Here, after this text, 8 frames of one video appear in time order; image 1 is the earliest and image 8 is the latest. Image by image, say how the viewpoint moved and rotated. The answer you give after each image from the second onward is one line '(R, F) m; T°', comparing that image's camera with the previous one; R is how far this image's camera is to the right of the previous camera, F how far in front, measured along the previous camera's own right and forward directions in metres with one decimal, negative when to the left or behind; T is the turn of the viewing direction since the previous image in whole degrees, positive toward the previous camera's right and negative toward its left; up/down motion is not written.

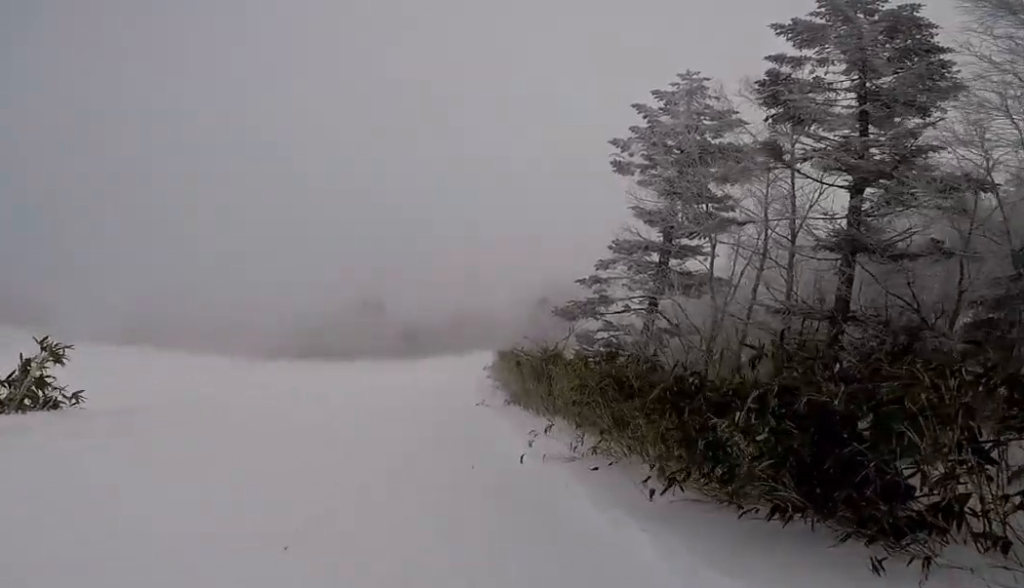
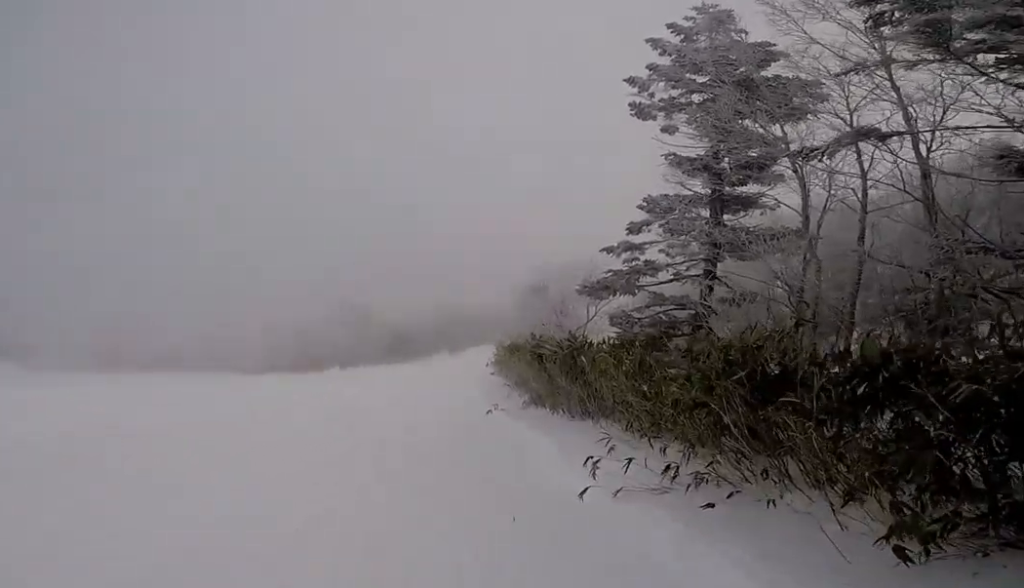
(-0.5, +3.2) m; -5°
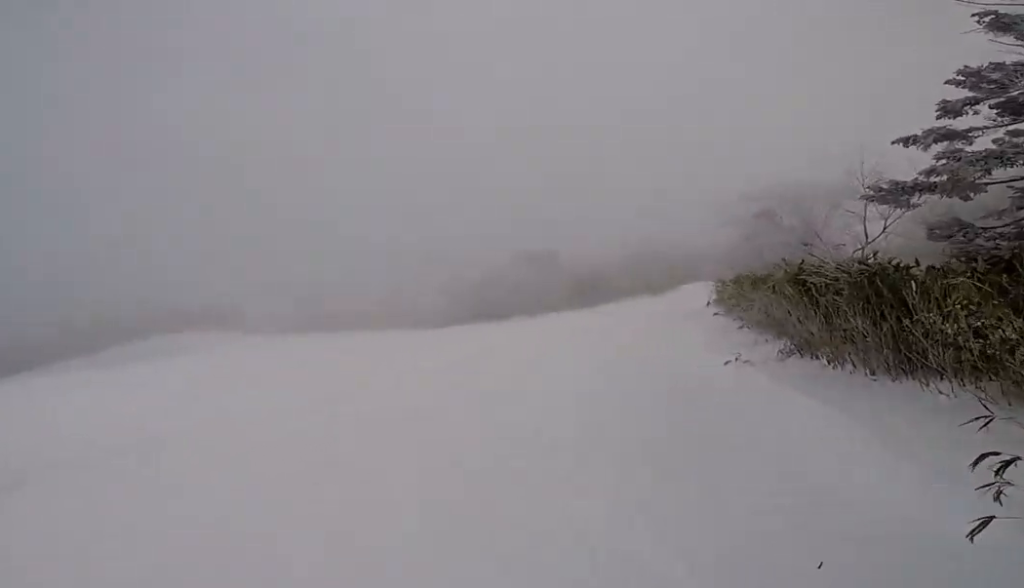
(+0.1, +2.3) m; +7°
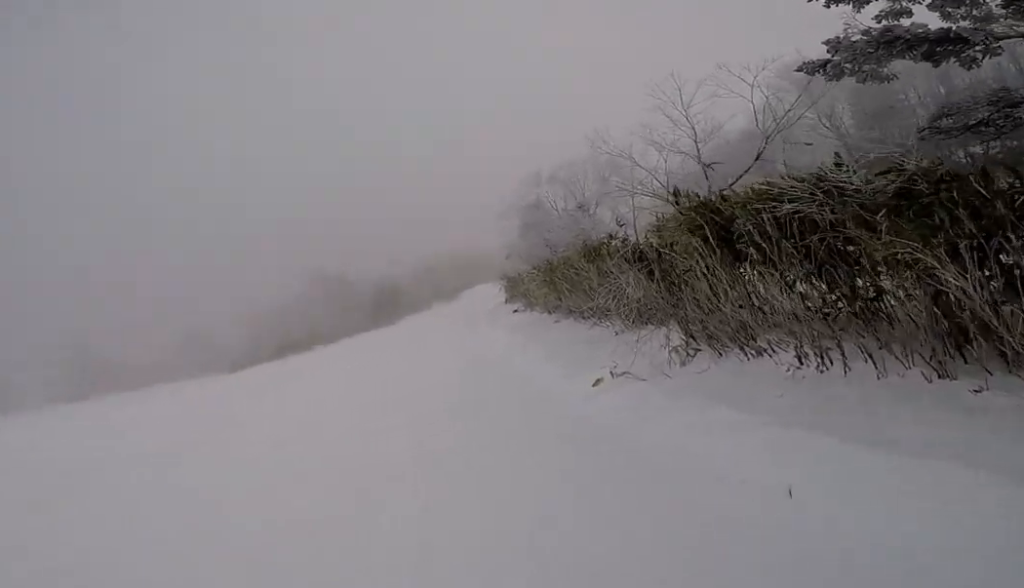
(+1.1, +5.6) m; +10°
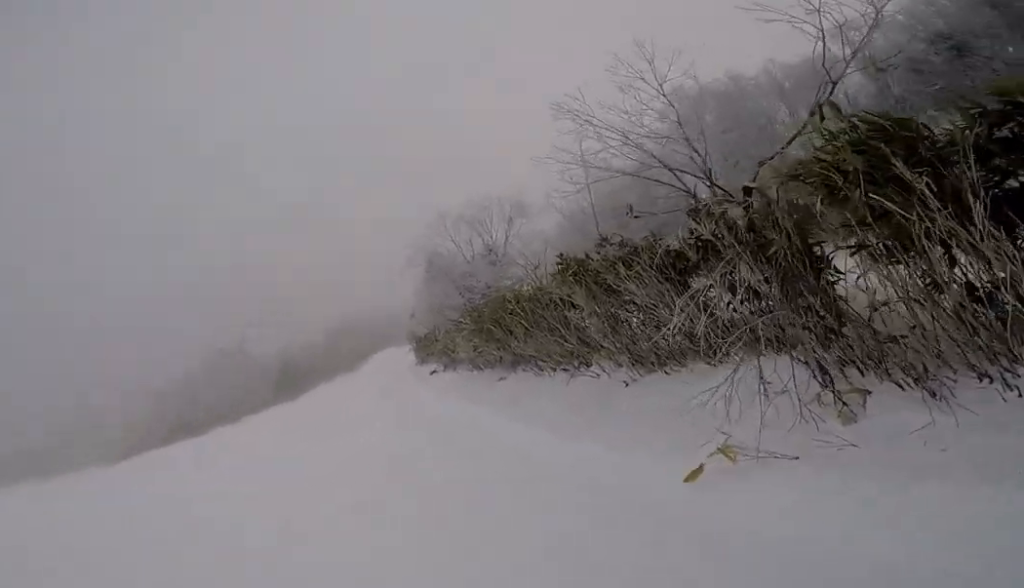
(-0.3, +3.4) m; 0°
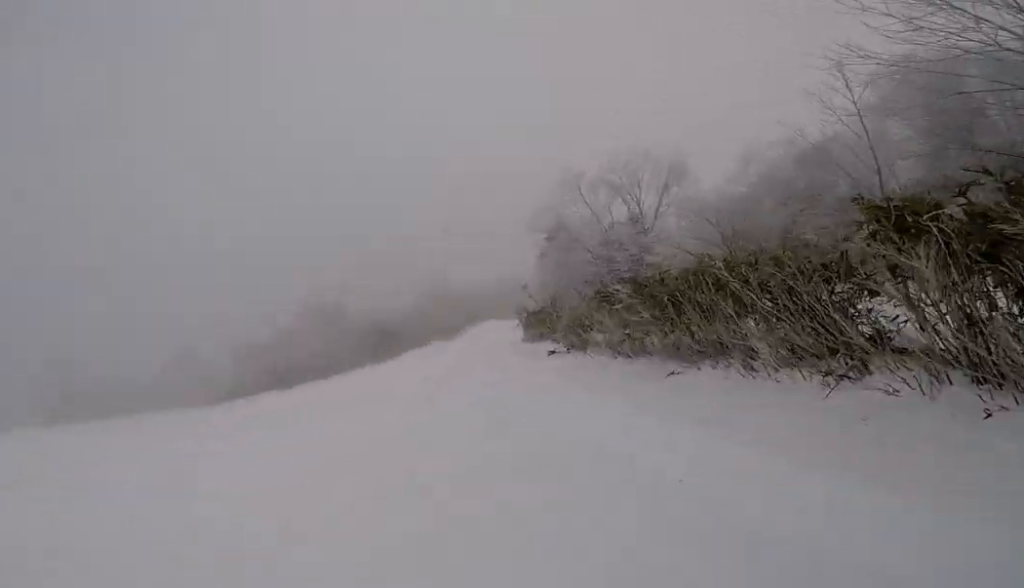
(-0.2, +2.2) m; 0°
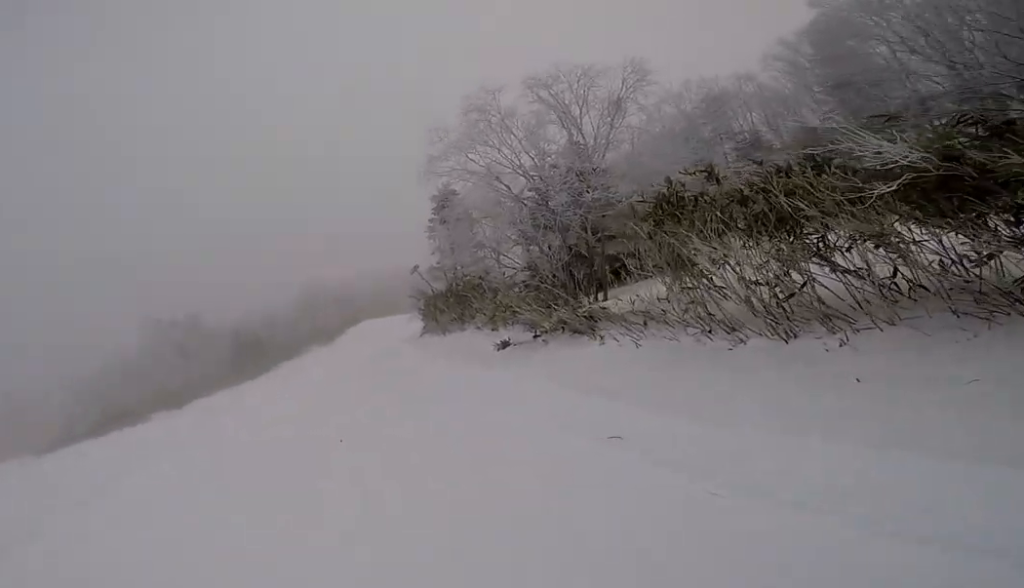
(+0.2, +6.6) m; -6°
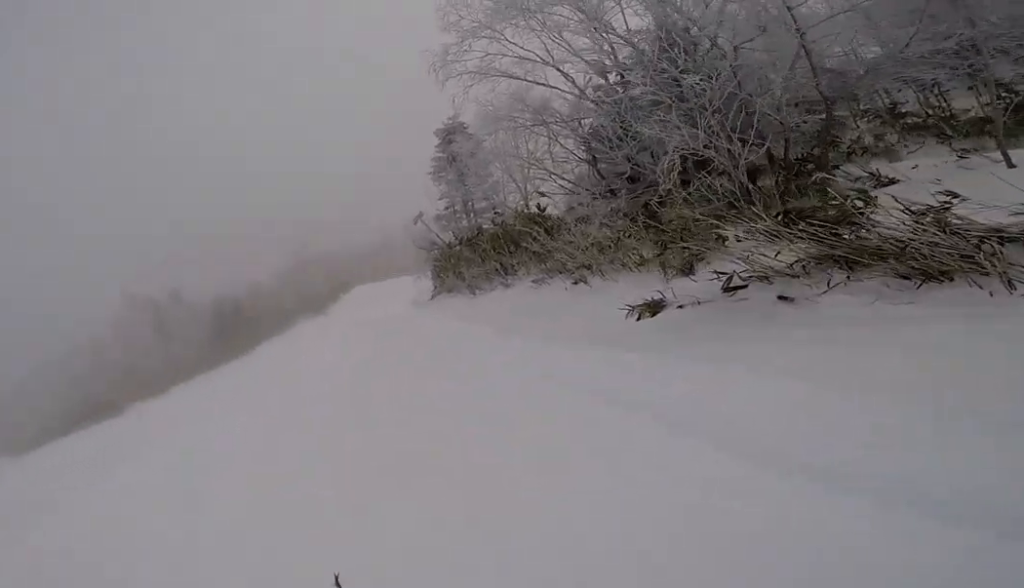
(-0.2, +4.5) m; +3°
